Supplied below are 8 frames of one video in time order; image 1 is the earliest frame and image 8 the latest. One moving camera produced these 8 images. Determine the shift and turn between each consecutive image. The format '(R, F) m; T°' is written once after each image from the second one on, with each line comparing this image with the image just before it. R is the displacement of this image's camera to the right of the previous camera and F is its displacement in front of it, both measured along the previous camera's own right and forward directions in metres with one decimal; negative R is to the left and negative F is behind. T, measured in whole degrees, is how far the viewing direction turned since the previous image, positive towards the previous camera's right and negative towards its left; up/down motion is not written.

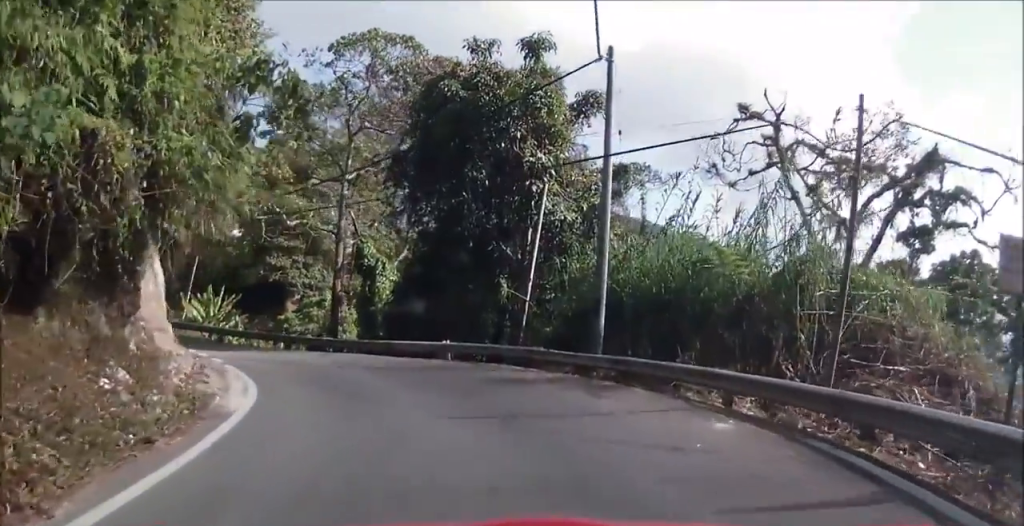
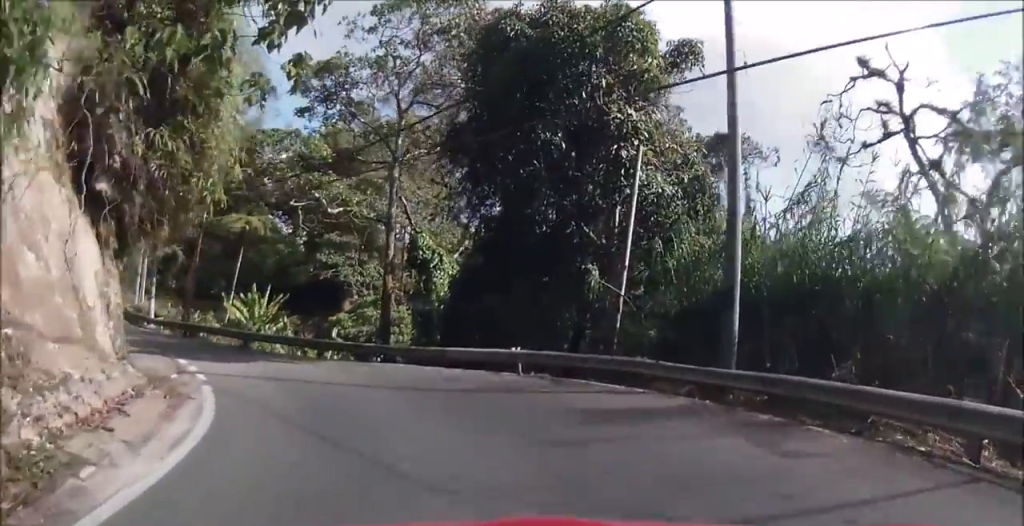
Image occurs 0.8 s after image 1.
(+0.5, +5.5) m; +5°
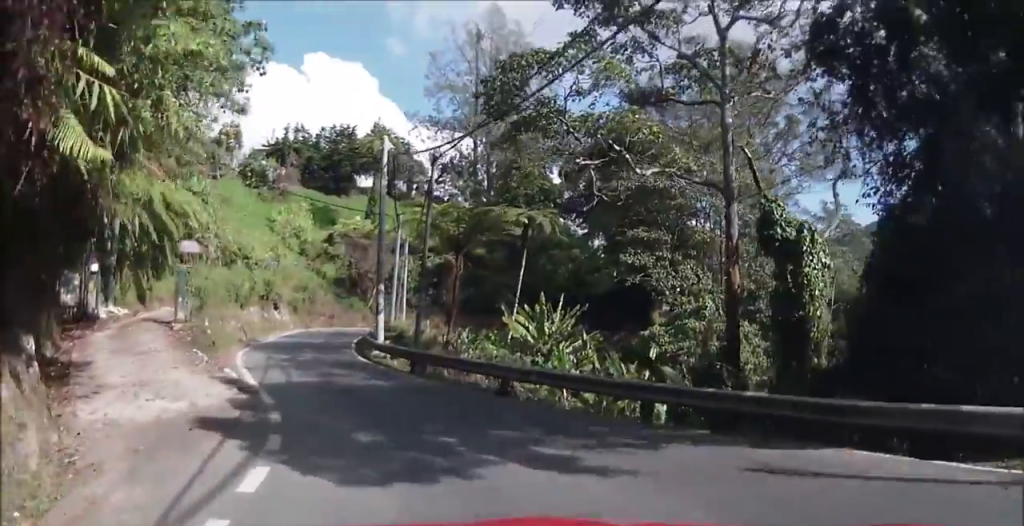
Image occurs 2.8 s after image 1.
(-1.1, +11.2) m; -20°
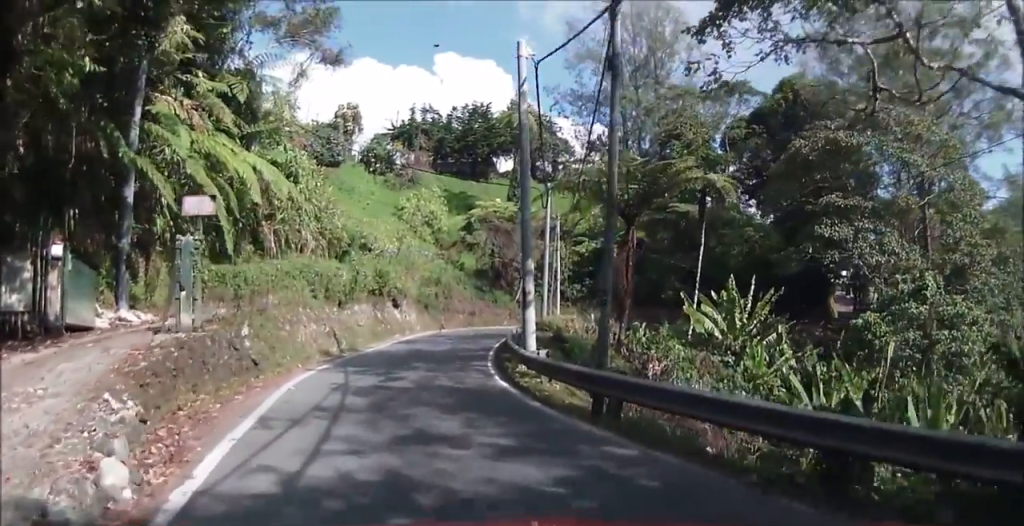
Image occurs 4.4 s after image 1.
(-1.6, +8.2) m; -11°
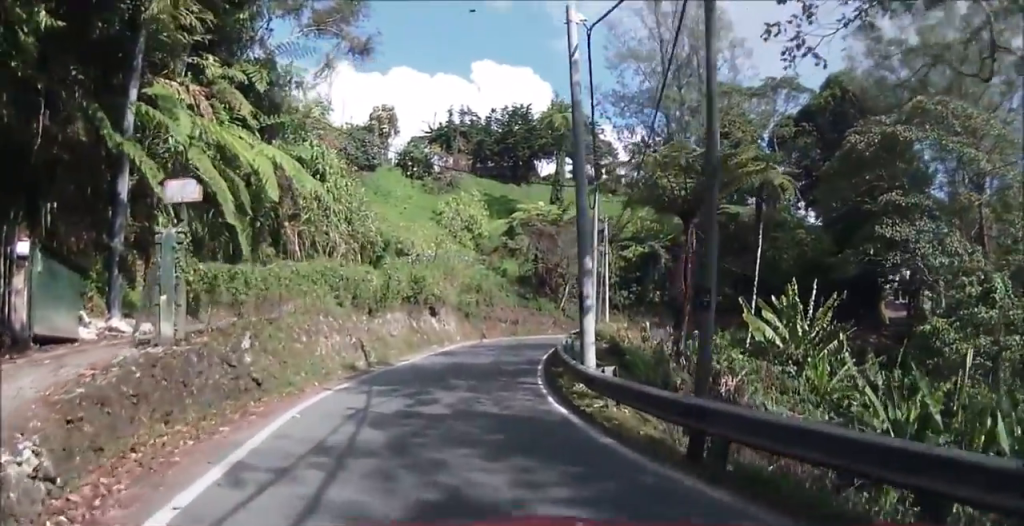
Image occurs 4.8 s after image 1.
(+0.1, +2.4) m; 0°
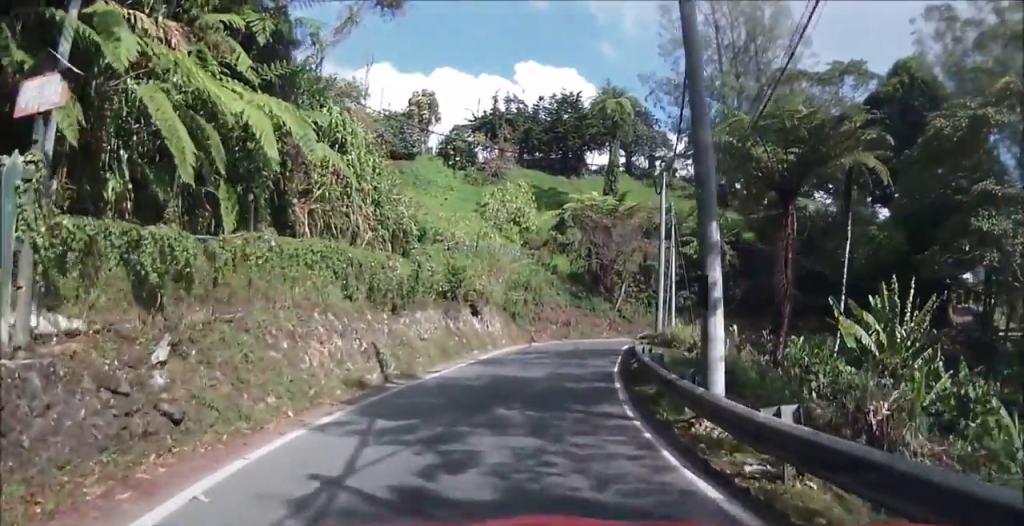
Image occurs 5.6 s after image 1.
(+0.1, +4.4) m; -2°
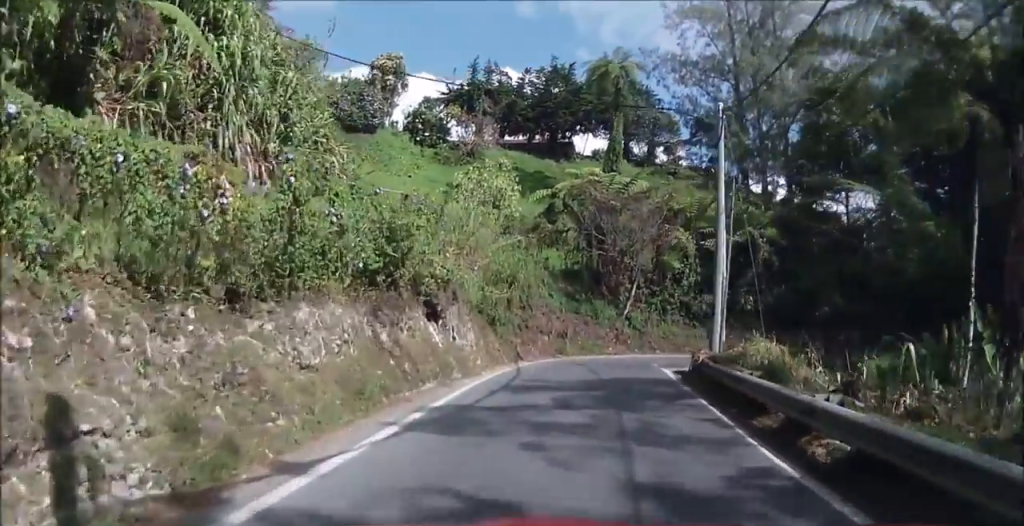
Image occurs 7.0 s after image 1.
(-1.2, +9.4) m; -10°
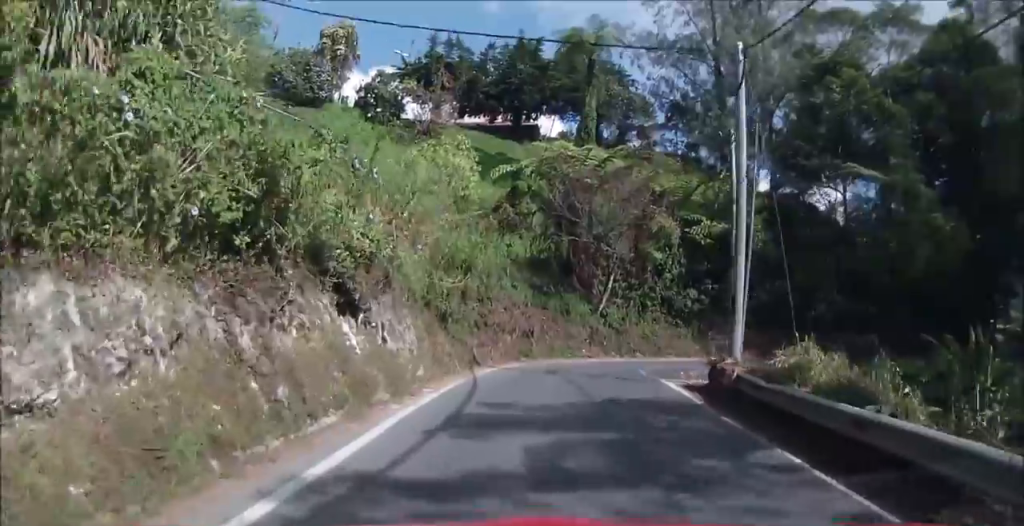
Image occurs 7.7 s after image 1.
(-0.1, +4.9) m; +1°
